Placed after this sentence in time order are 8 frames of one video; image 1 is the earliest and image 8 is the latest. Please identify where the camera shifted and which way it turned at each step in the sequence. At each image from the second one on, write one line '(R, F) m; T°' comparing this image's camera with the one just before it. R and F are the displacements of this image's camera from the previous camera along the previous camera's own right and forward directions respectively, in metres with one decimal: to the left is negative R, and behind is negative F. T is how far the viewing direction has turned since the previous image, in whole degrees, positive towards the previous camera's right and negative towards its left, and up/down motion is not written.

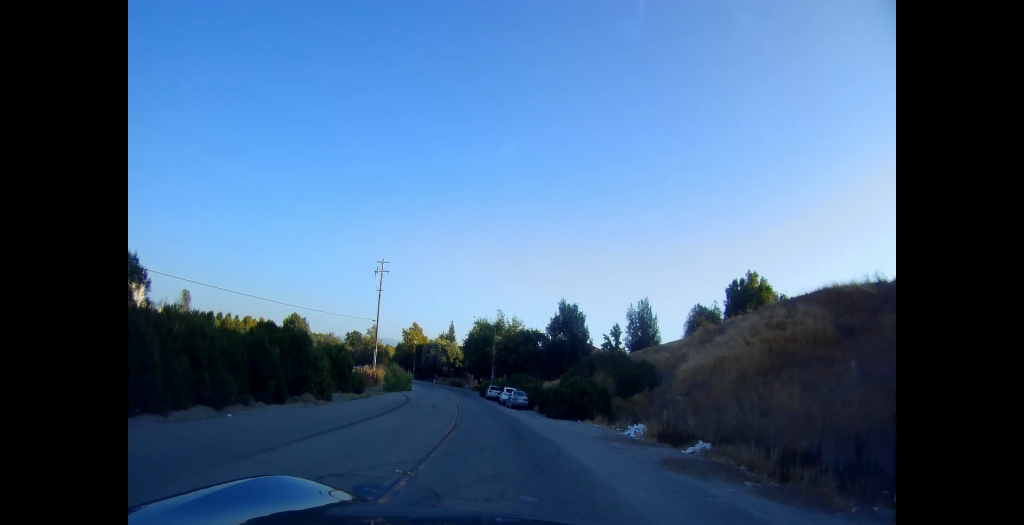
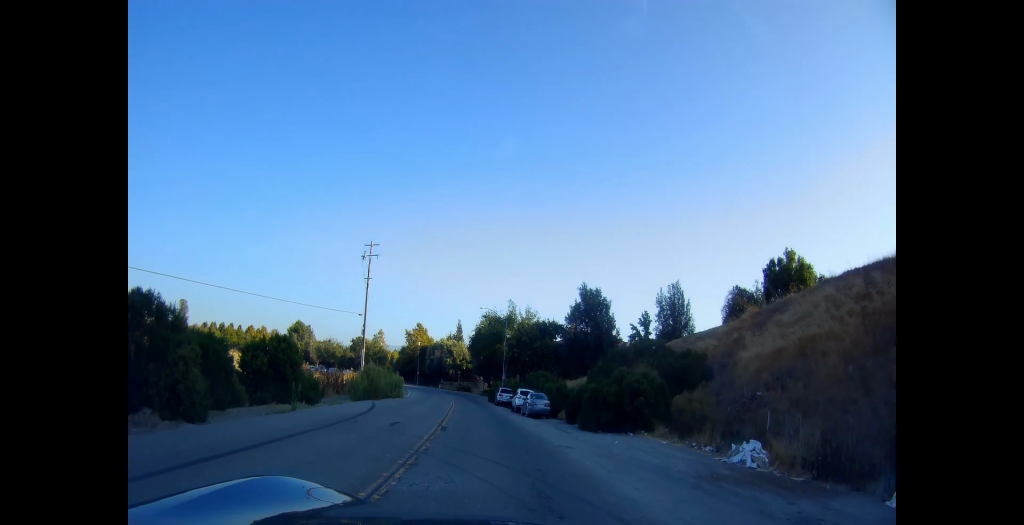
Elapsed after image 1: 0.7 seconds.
(-0.1, +12.0) m; -2°
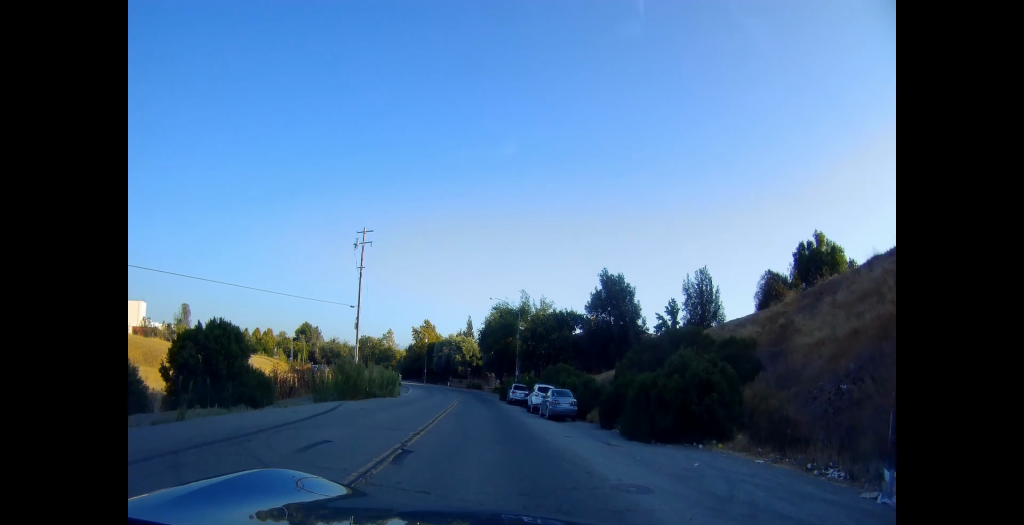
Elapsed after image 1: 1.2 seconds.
(-0.2, +7.5) m; -2°
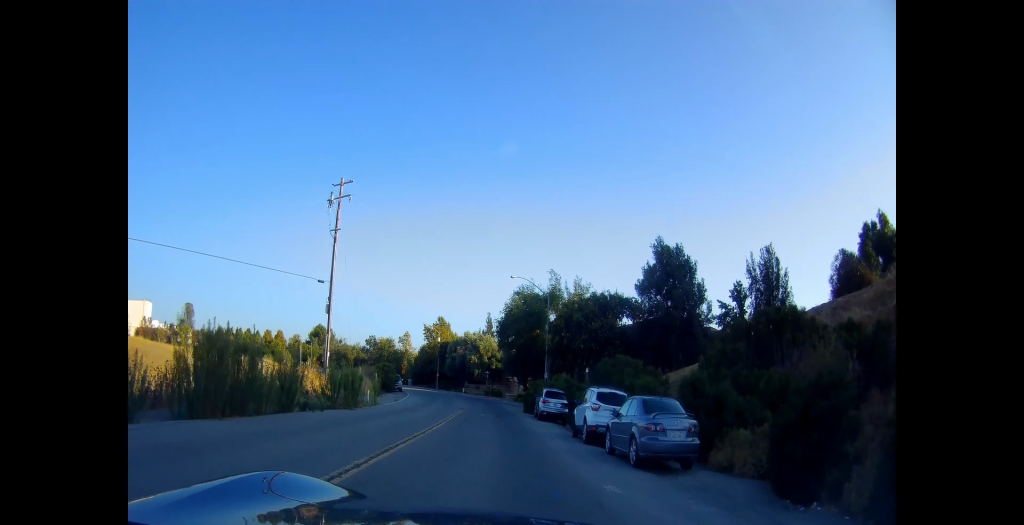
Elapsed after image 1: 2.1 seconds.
(-0.5, +15.0) m; -4°
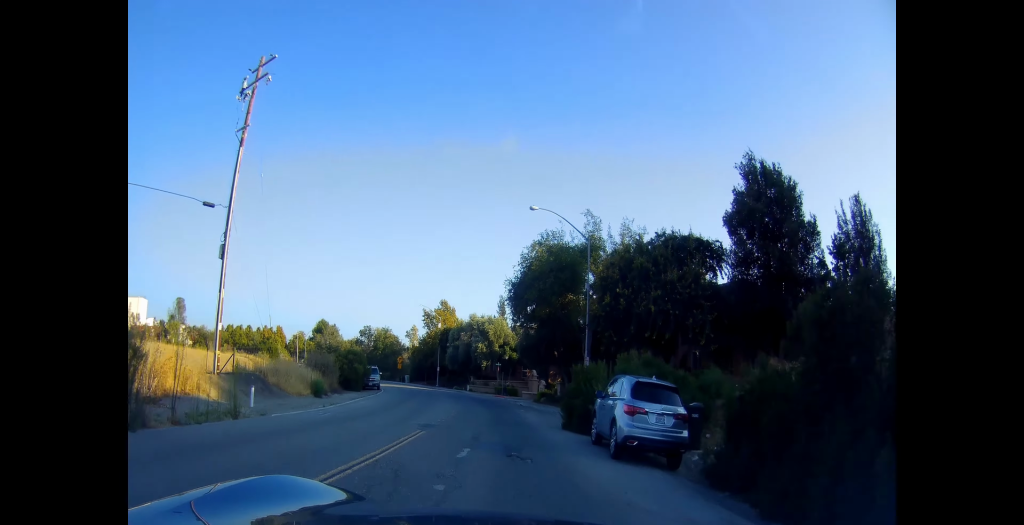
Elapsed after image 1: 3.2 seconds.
(-0.7, +18.1) m; -2°
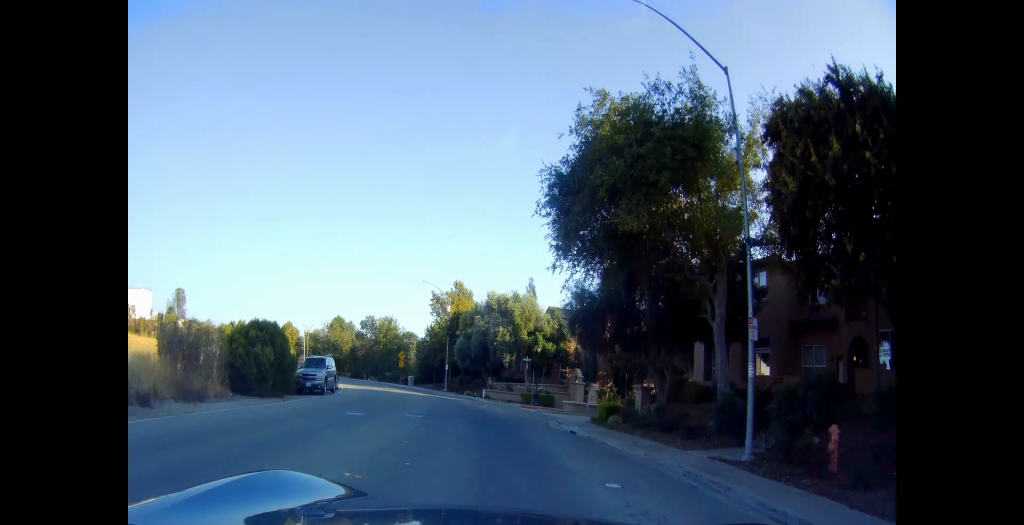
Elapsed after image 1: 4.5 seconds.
(0.0, +20.3) m; -2°
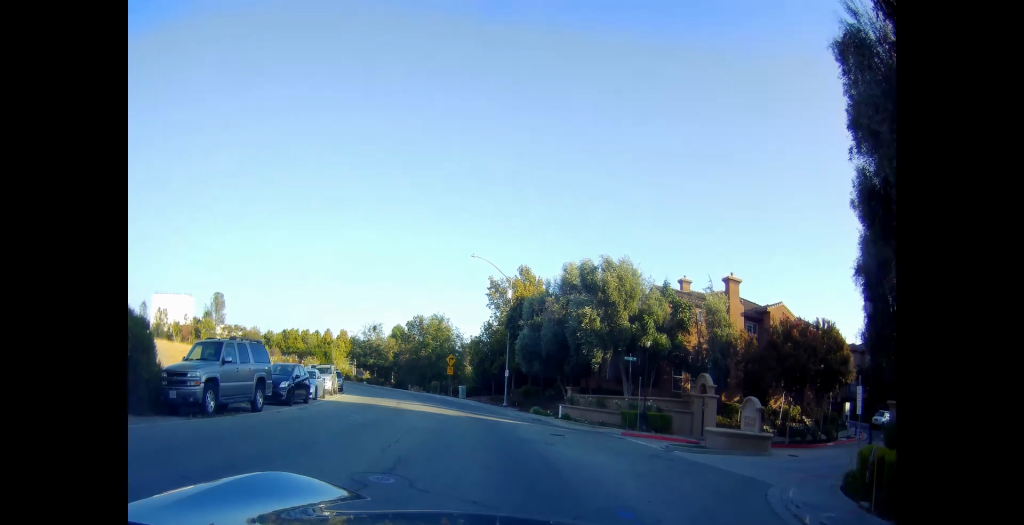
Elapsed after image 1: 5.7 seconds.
(-0.7, +17.6) m; -7°
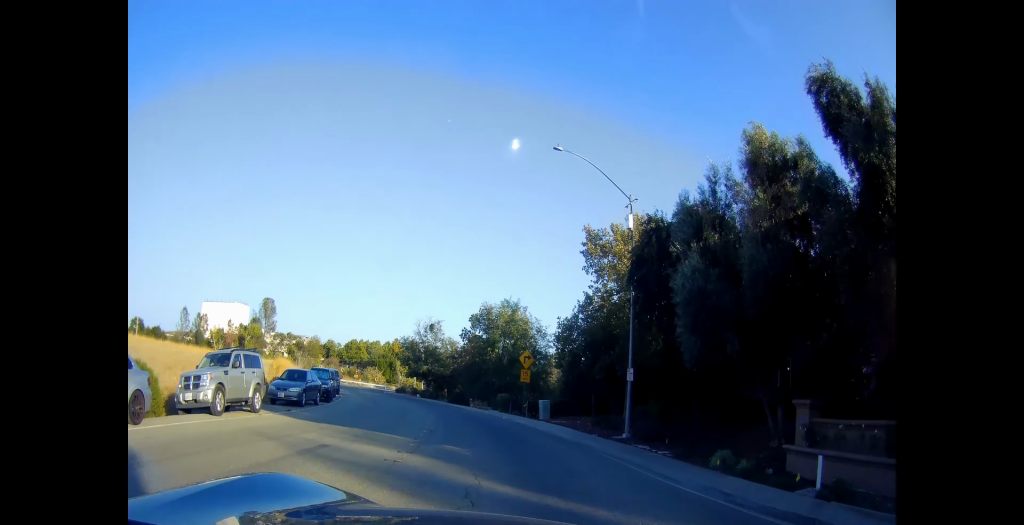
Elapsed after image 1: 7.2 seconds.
(-2.6, +21.2) m; -13°
